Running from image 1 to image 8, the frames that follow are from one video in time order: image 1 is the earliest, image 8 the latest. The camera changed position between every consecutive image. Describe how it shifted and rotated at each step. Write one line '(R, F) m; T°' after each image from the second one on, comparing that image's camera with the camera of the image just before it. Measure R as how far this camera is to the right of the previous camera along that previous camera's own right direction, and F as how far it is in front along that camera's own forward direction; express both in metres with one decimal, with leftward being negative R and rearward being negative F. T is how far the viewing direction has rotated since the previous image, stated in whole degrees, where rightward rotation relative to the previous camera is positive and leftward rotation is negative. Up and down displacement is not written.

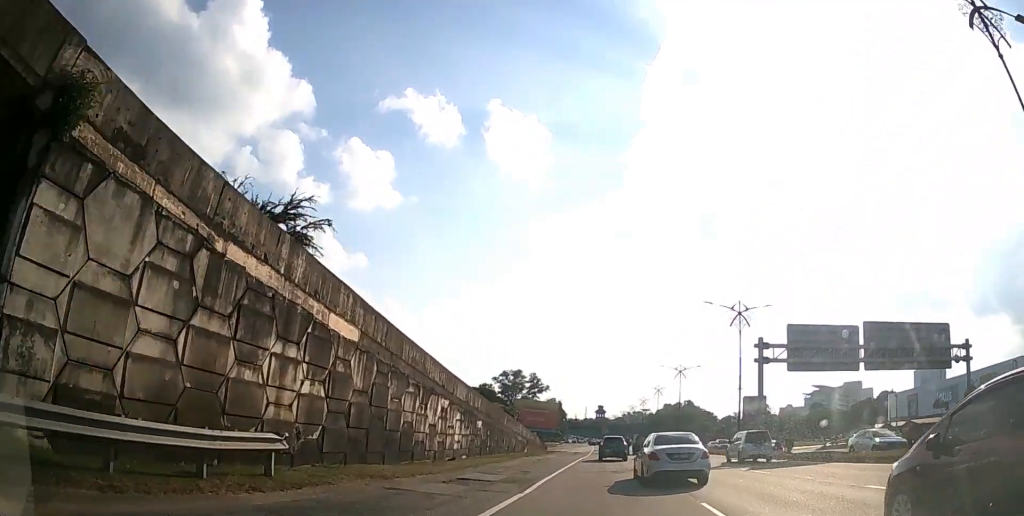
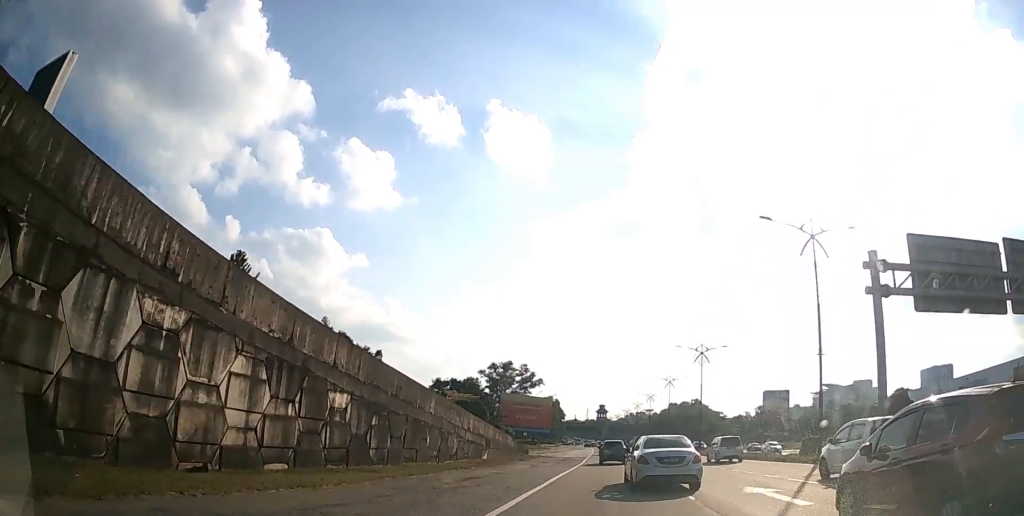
(-0.1, +18.0) m; 0°
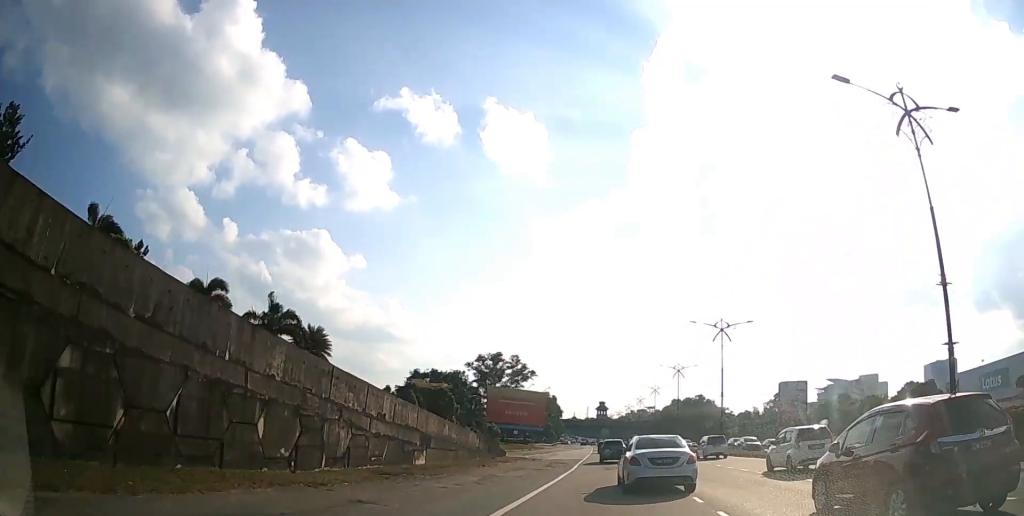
(0.0, +12.1) m; 0°
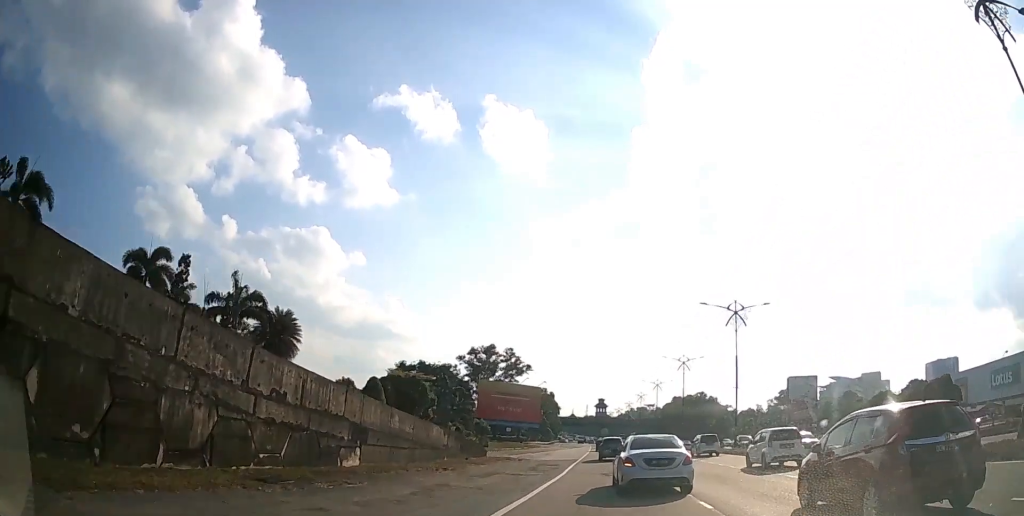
(0.0, +6.5) m; 0°
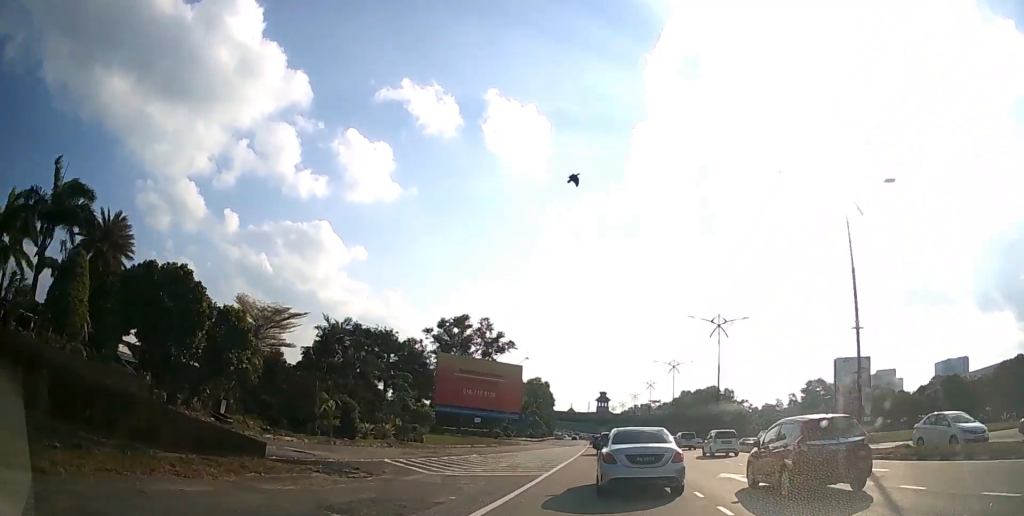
(-0.1, +24.1) m; 0°
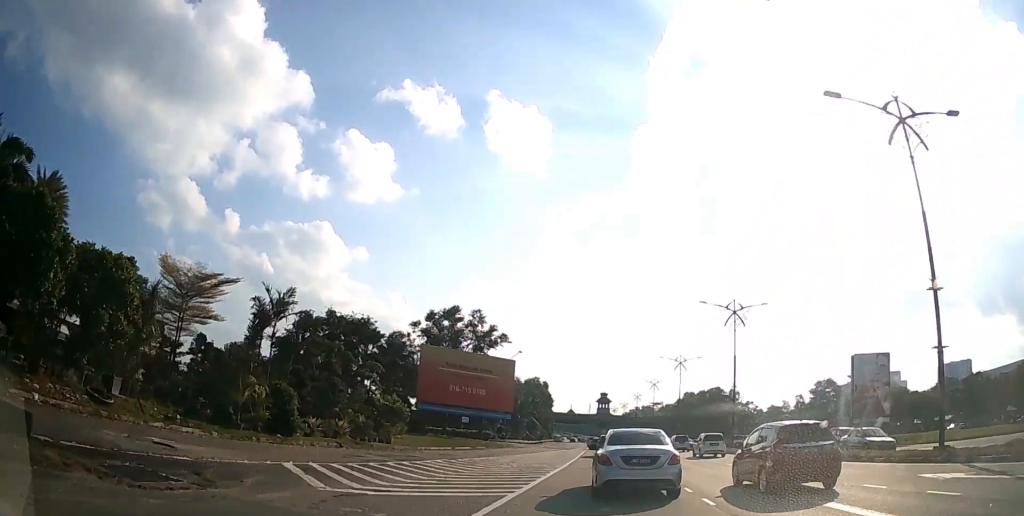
(0.0, +6.4) m; 0°
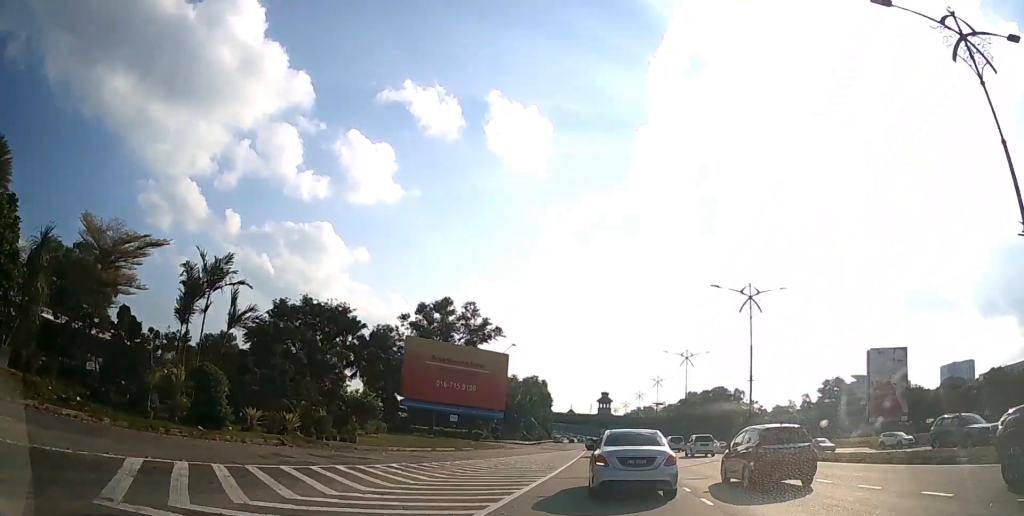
(0.0, +5.6) m; 0°
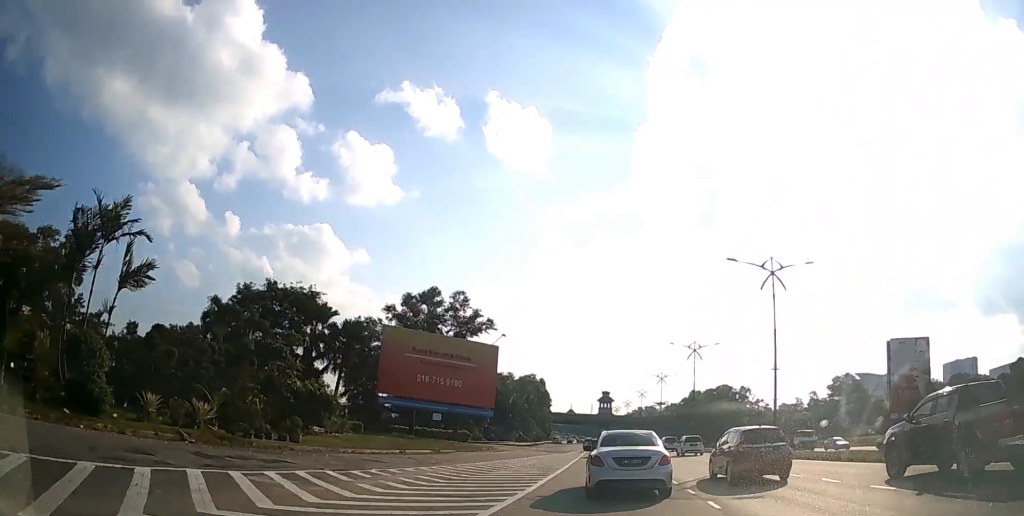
(0.0, +6.5) m; 0°
